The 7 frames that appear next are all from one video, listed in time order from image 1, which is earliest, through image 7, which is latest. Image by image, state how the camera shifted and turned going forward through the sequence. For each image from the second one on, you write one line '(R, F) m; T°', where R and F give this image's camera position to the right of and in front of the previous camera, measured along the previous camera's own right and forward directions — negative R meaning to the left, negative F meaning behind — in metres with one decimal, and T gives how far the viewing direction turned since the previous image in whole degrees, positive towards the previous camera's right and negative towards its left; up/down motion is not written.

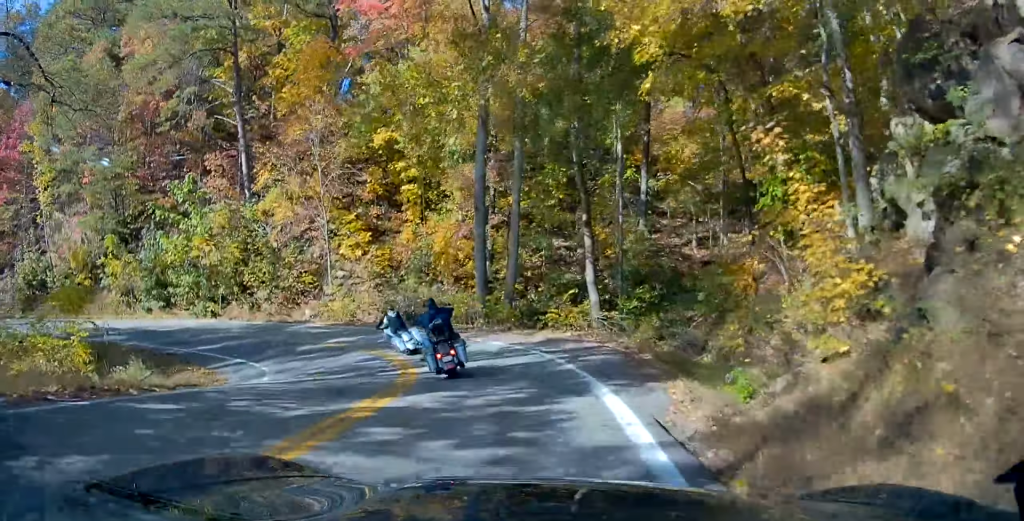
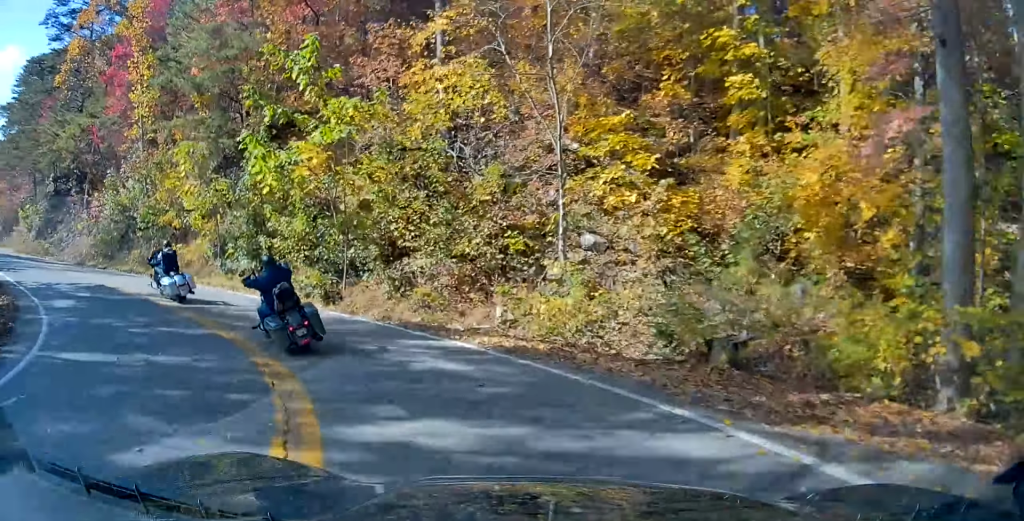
(-1.6, +21.2) m; -21°
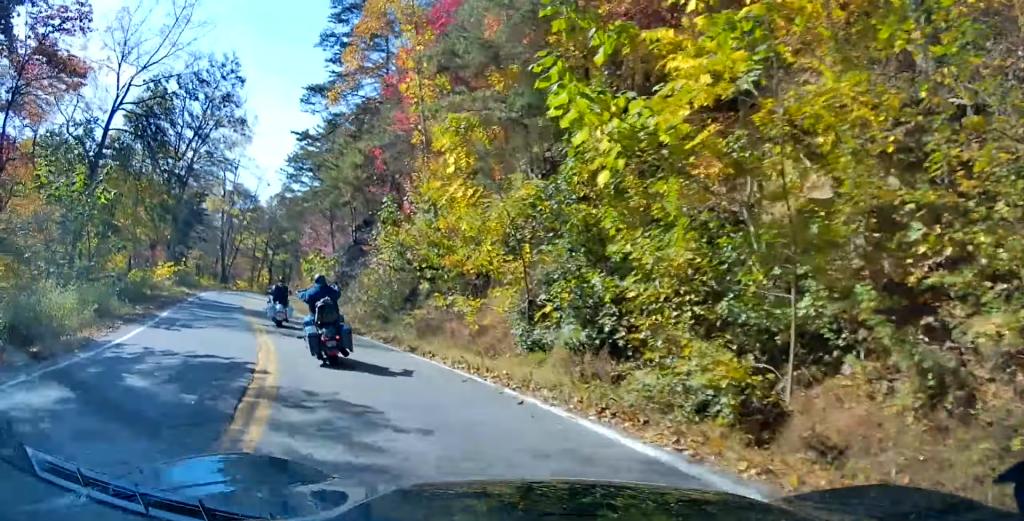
(-3.3, +11.4) m; -28°
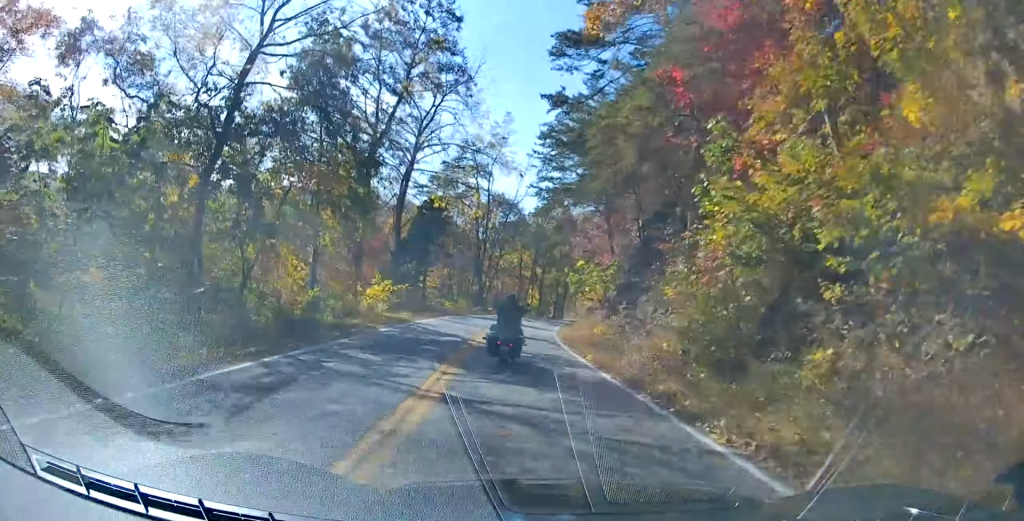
(-2.0, +13.2) m; -15°
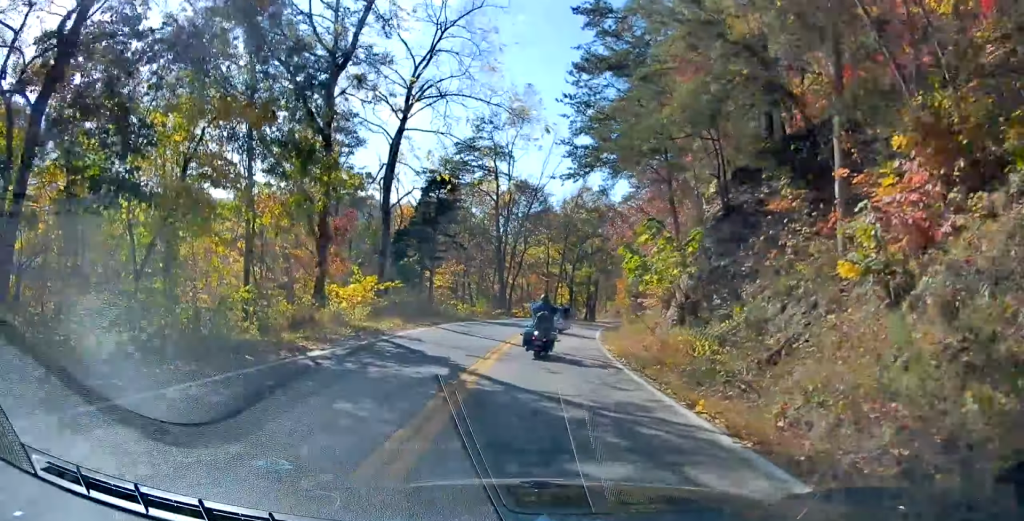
(-0.9, +9.7) m; -6°
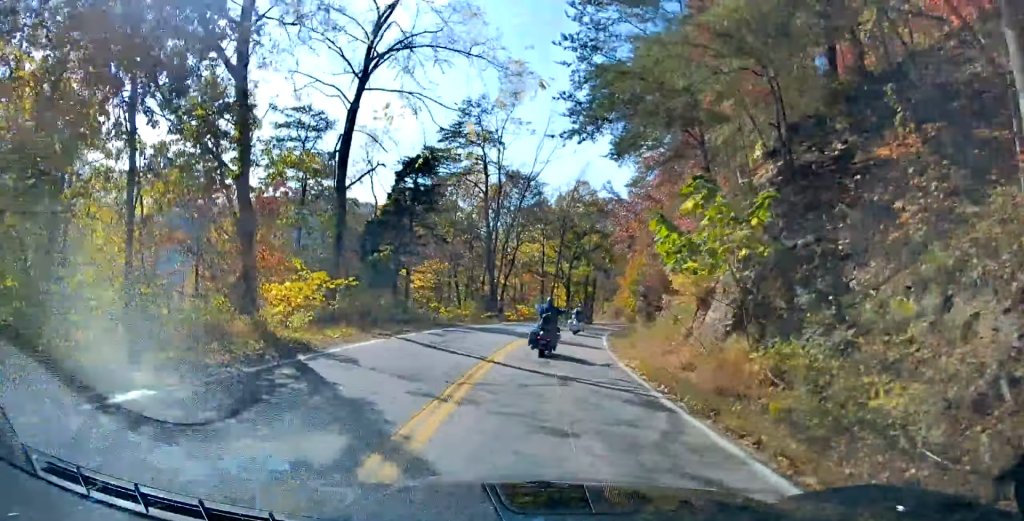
(-0.3, +5.9) m; -3°
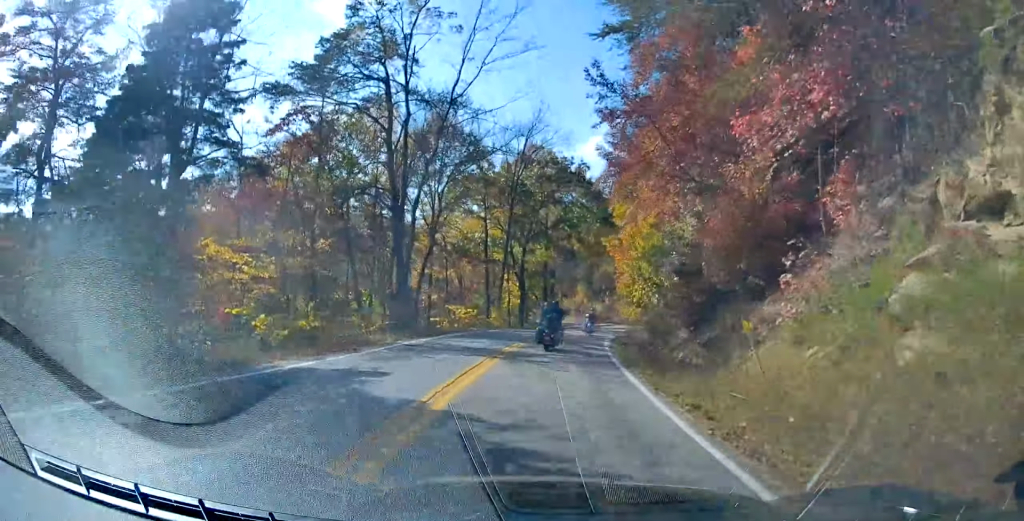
(+0.1, +20.9) m; +1°
